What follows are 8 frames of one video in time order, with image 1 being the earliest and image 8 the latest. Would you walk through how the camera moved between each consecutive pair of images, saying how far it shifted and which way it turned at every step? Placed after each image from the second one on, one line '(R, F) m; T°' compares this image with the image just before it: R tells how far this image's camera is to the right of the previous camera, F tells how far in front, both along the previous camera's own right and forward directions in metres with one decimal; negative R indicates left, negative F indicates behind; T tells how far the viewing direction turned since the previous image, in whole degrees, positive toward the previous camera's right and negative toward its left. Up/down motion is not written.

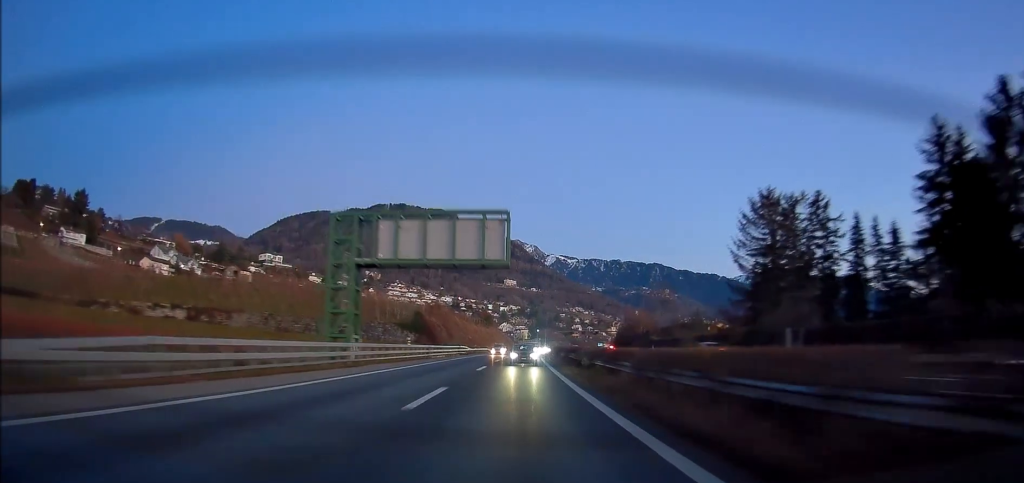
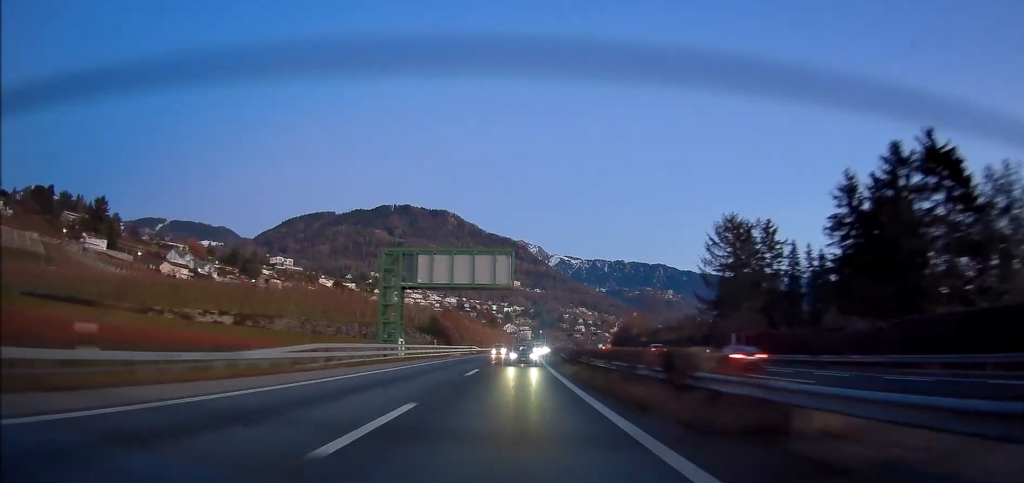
(0.0, +13.6) m; 0°
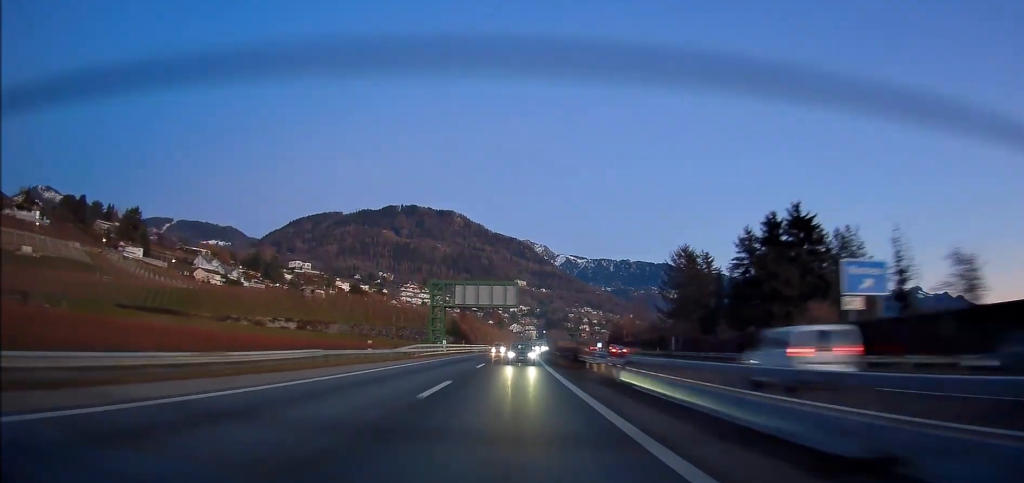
(-0.1, +26.0) m; -1°
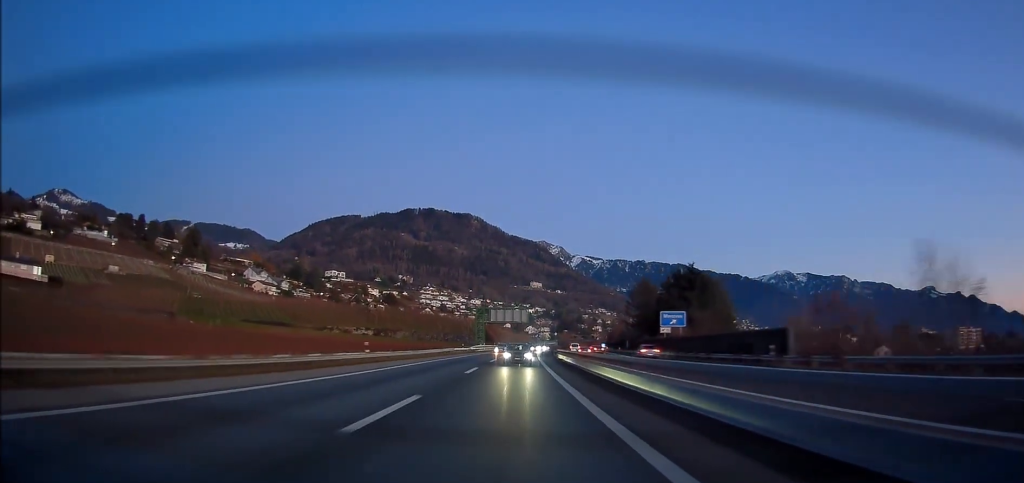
(-0.5, +49.9) m; -1°
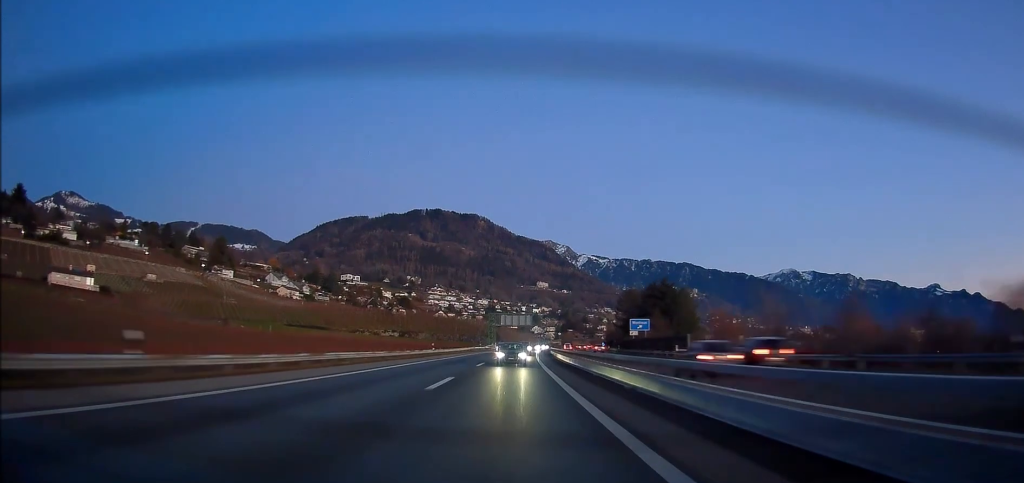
(-0.1, +26.8) m; -1°
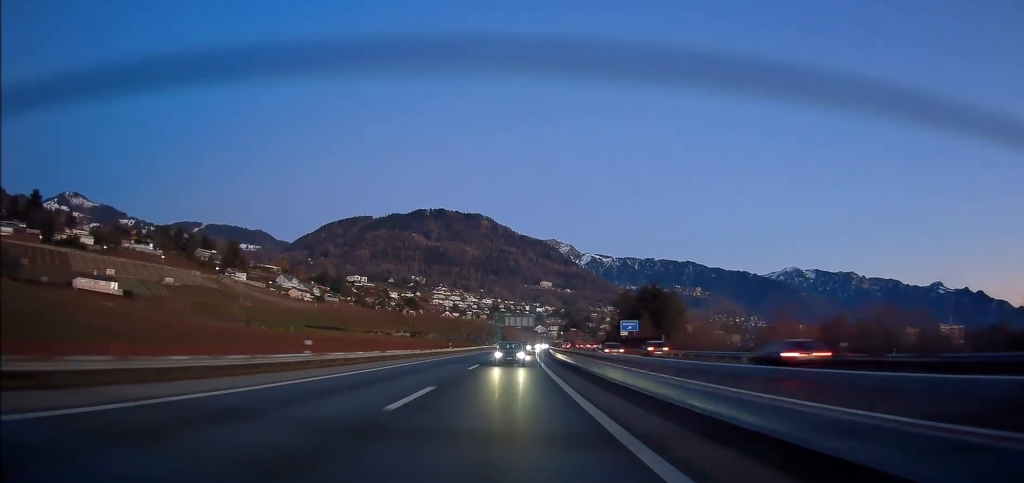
(-0.1, +13.3) m; -1°
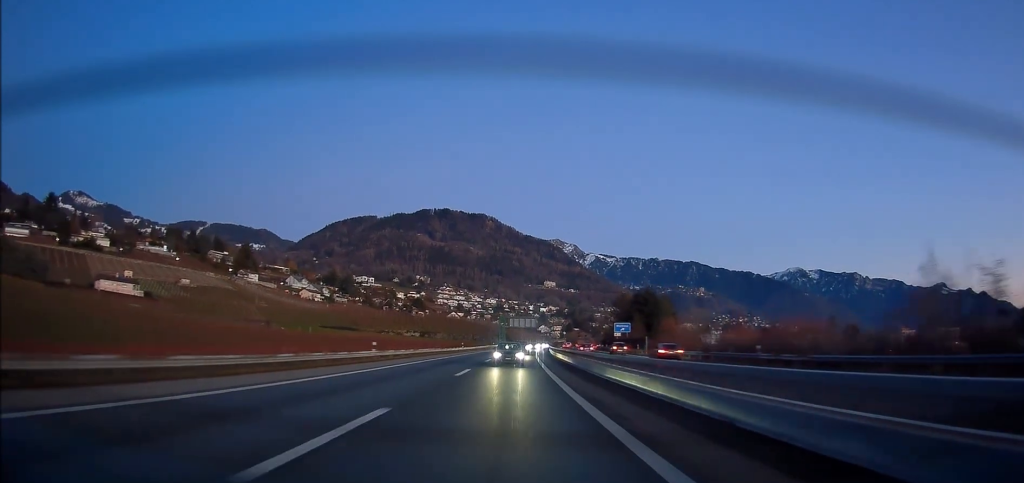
(0.0, +12.4) m; -1°
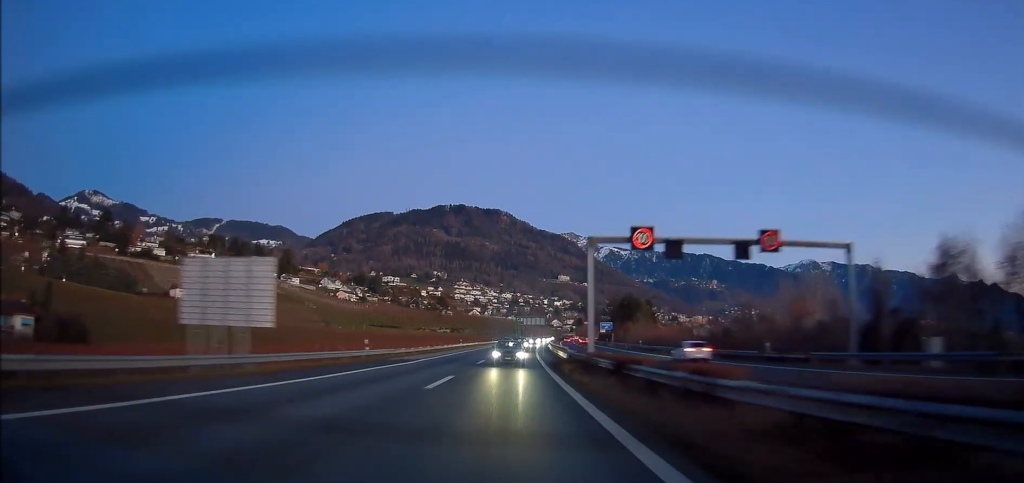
(-0.9, +48.2) m; -1°
